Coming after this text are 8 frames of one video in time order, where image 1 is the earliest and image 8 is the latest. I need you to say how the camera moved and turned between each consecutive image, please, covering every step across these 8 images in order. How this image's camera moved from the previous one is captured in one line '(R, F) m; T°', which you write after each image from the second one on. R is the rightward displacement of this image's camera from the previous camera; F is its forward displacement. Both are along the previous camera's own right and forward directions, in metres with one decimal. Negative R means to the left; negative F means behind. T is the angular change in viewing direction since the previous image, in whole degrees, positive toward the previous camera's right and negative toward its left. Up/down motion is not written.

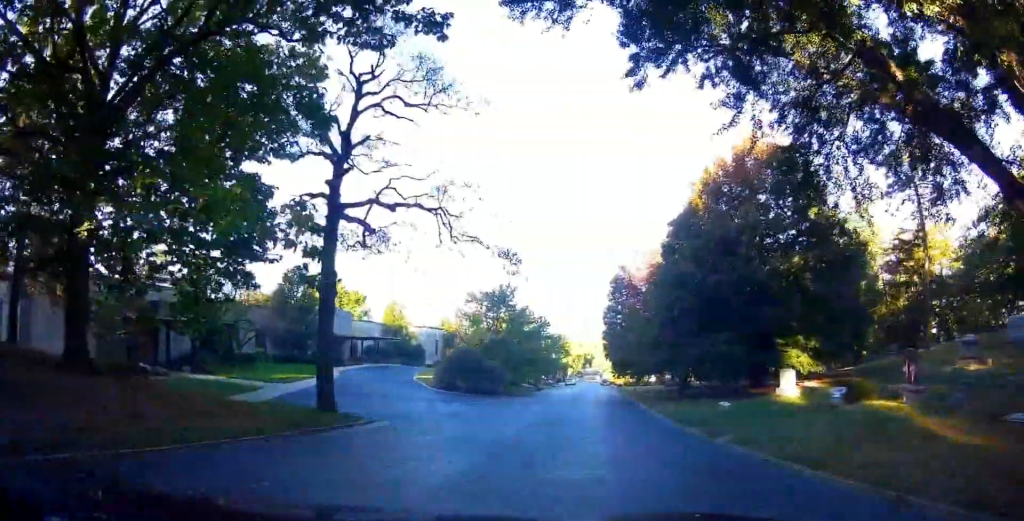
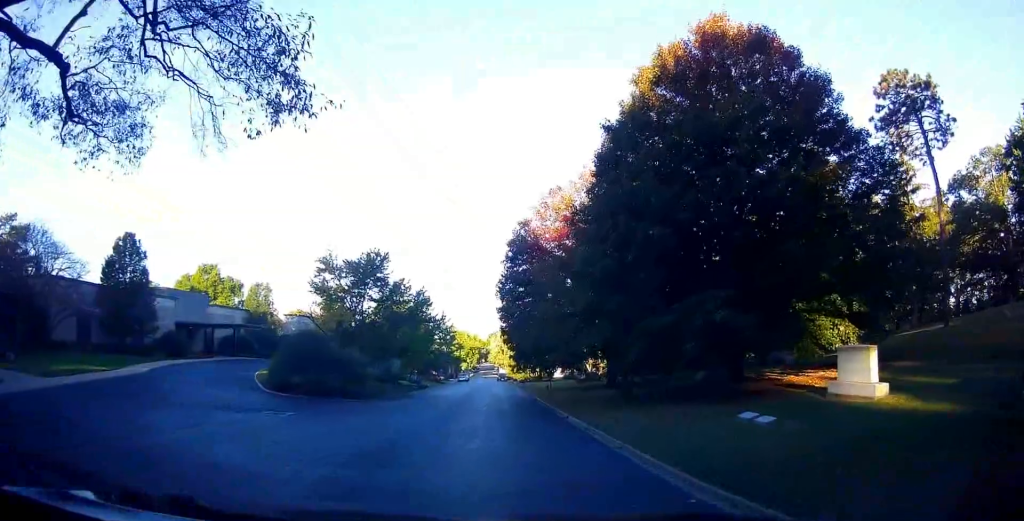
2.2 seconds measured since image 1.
(+0.3, +12.9) m; +2°
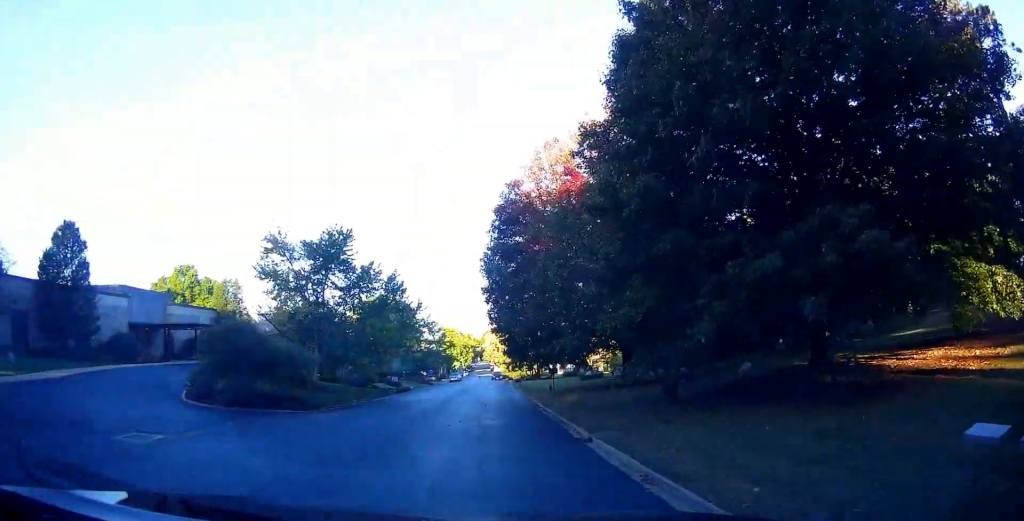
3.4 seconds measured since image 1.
(0.0, +7.6) m; 0°
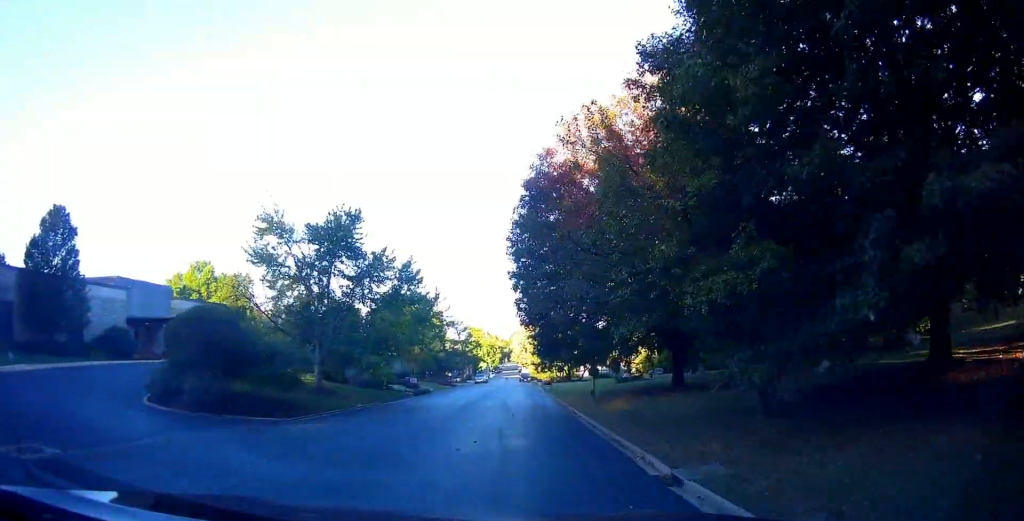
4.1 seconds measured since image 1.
(0.0, +4.5) m; +1°
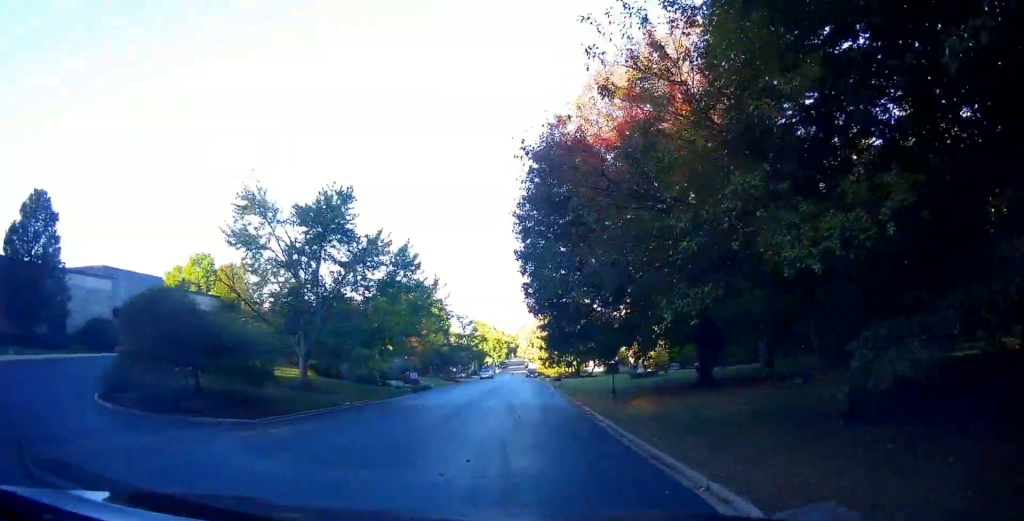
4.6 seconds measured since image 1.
(0.0, +3.0) m; +3°
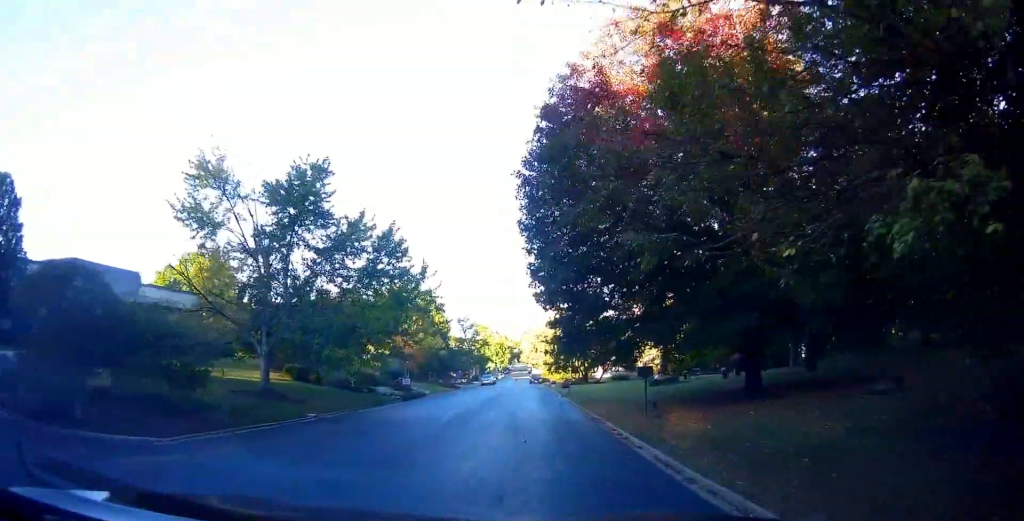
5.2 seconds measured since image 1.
(0.0, +4.7) m; +3°
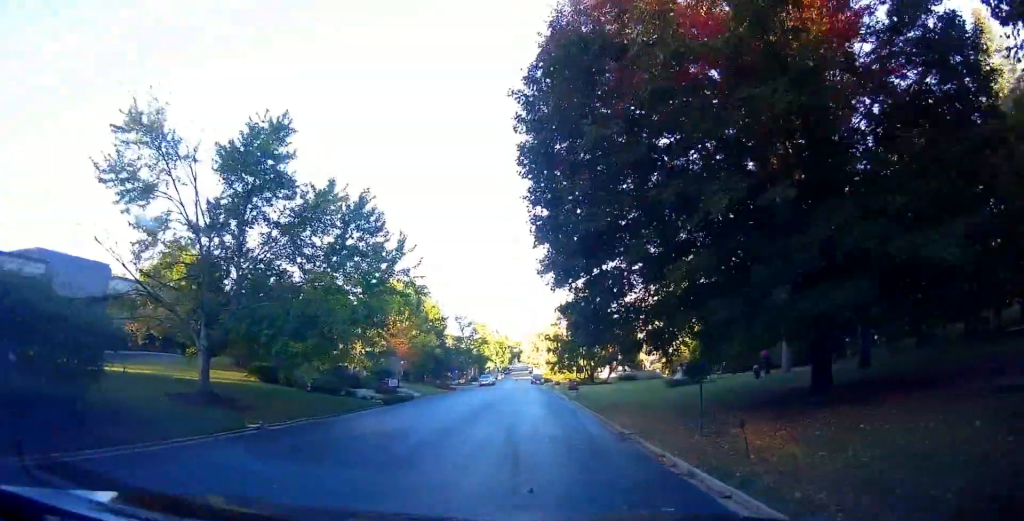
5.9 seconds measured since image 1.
(+0.6, +4.9) m; 0°
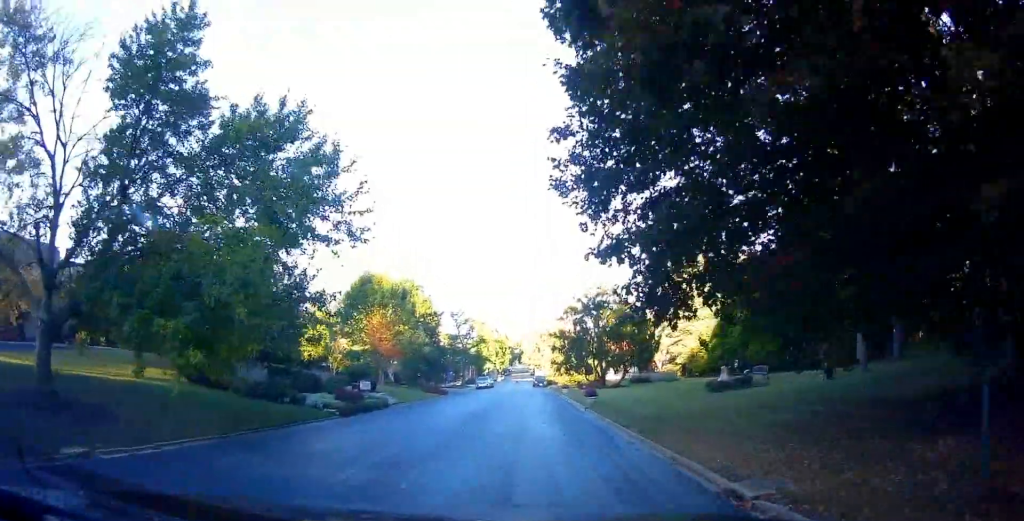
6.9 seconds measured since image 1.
(-0.7, +7.4) m; -6°
